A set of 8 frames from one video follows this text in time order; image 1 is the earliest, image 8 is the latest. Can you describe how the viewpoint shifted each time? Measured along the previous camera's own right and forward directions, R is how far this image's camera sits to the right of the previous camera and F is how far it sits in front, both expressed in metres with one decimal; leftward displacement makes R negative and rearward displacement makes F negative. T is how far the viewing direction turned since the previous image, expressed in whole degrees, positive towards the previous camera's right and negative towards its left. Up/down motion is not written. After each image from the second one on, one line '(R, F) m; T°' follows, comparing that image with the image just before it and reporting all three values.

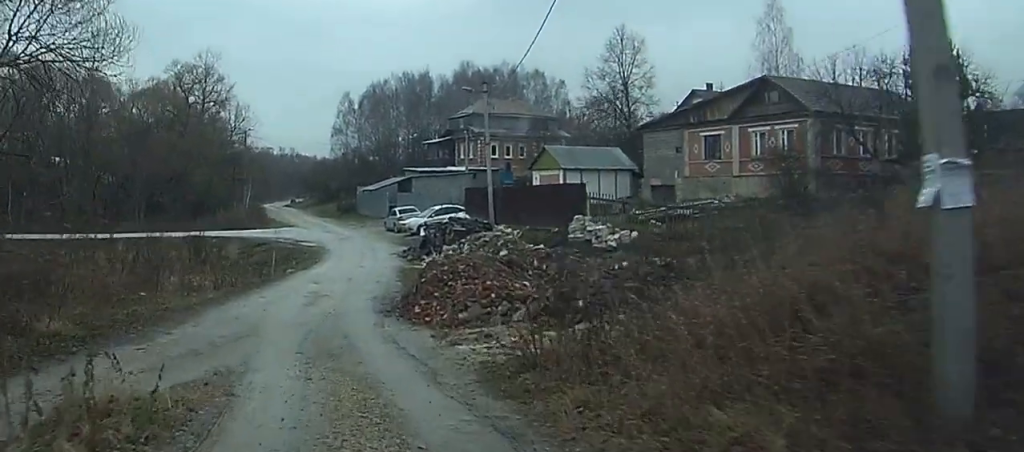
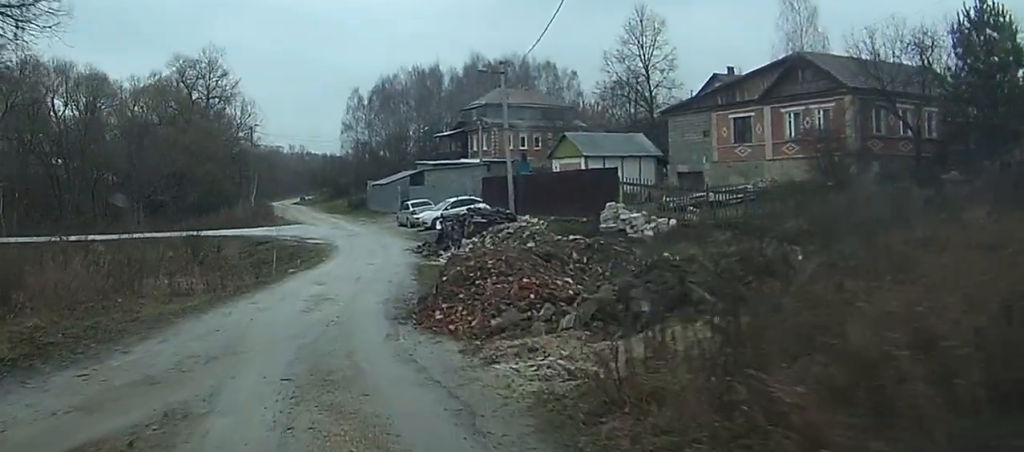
(0.0, +3.1) m; -1°
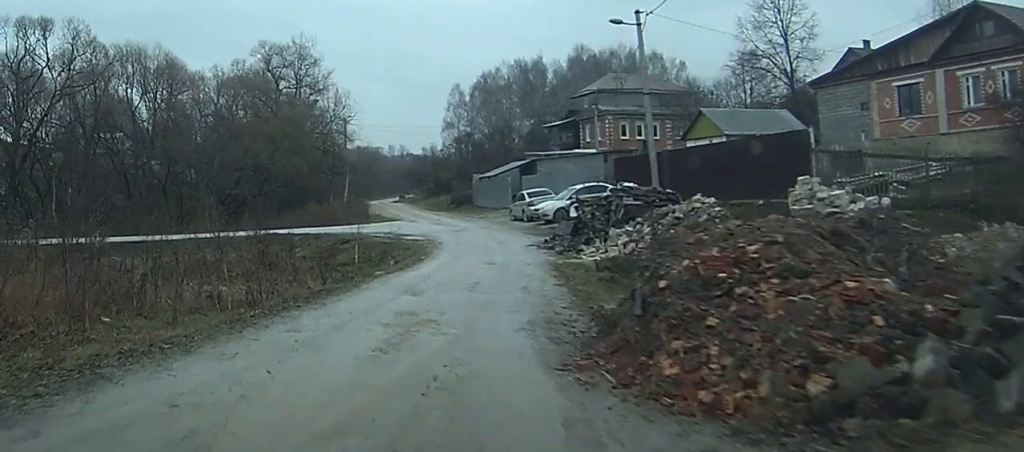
(-0.6, +8.3) m; -10°
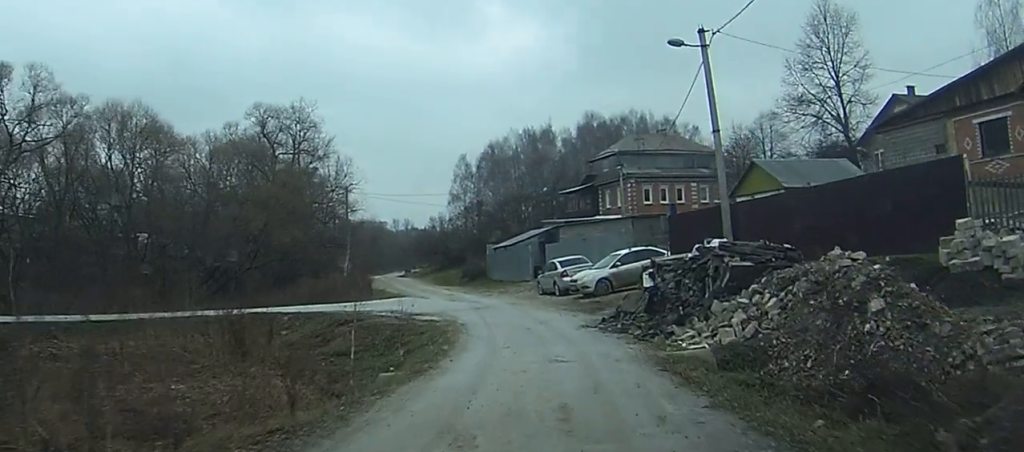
(0.0, +8.4) m; +5°
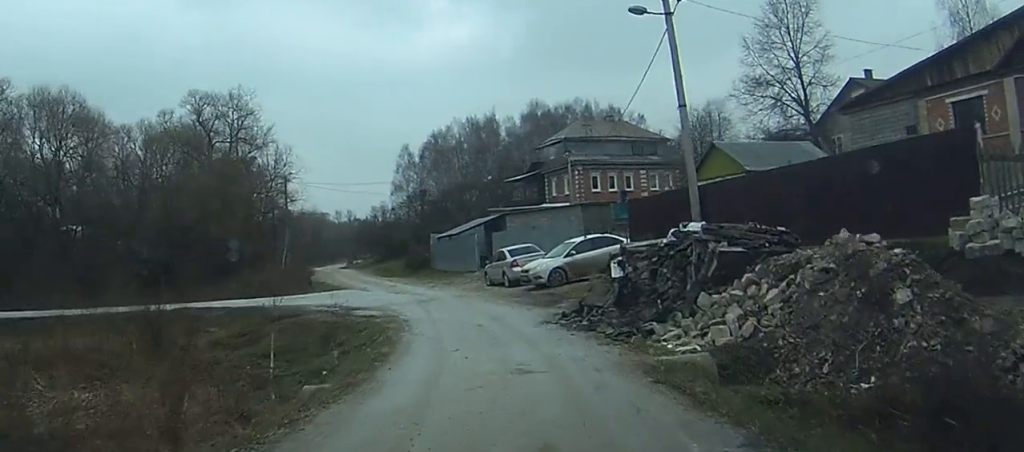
(0.0, +3.0) m; +4°
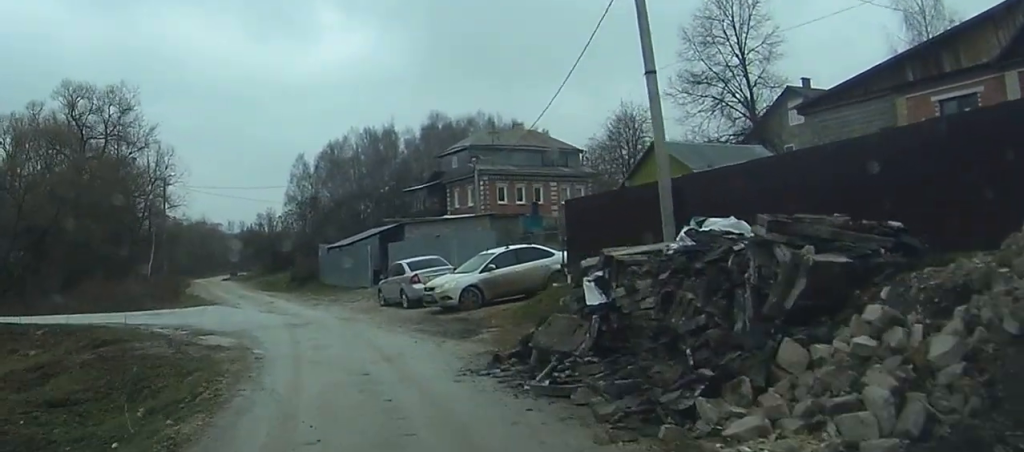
(+0.6, +8.4) m; +3°
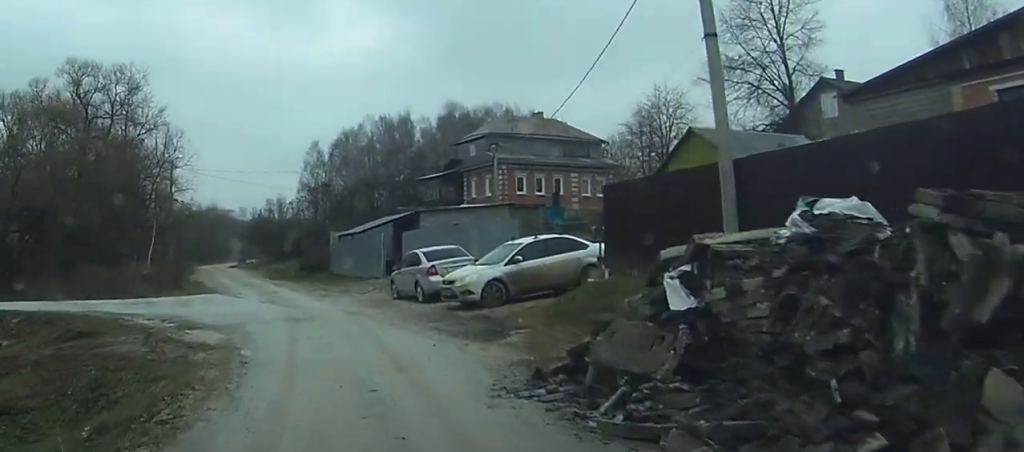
(0.0, +3.1) m; -1°
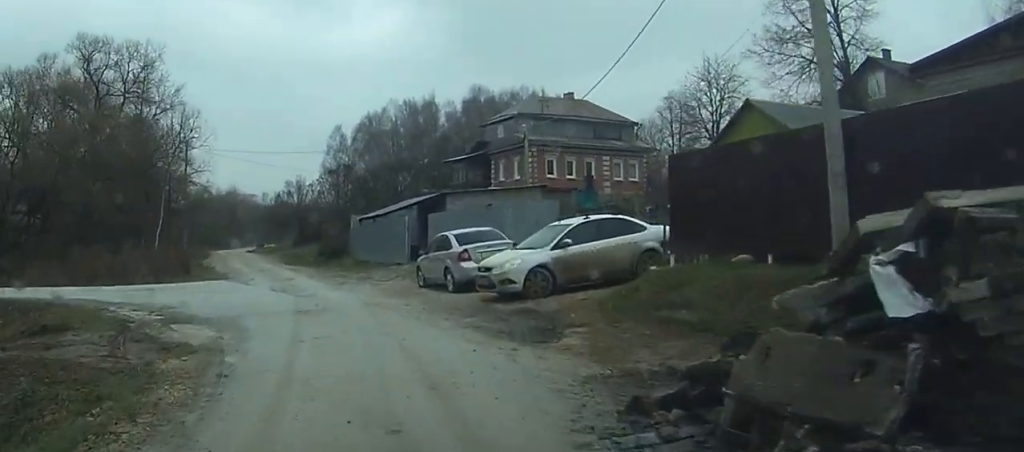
(0.0, +3.4) m; -1°
